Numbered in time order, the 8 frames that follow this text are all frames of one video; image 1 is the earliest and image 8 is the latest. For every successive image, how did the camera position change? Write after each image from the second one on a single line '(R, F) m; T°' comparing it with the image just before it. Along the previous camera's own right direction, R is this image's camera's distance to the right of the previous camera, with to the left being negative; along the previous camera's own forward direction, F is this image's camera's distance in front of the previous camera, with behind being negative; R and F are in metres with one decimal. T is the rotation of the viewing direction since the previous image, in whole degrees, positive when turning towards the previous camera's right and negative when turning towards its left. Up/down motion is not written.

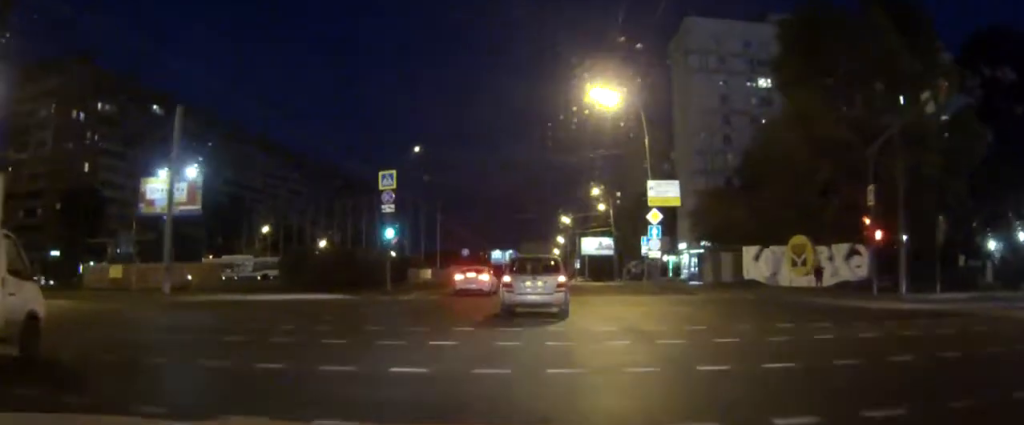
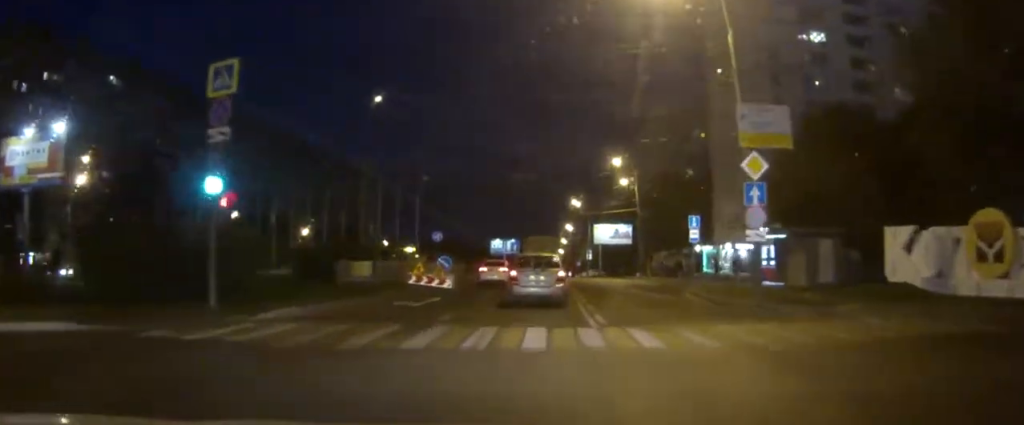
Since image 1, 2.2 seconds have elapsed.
(-0.1, +19.6) m; 0°
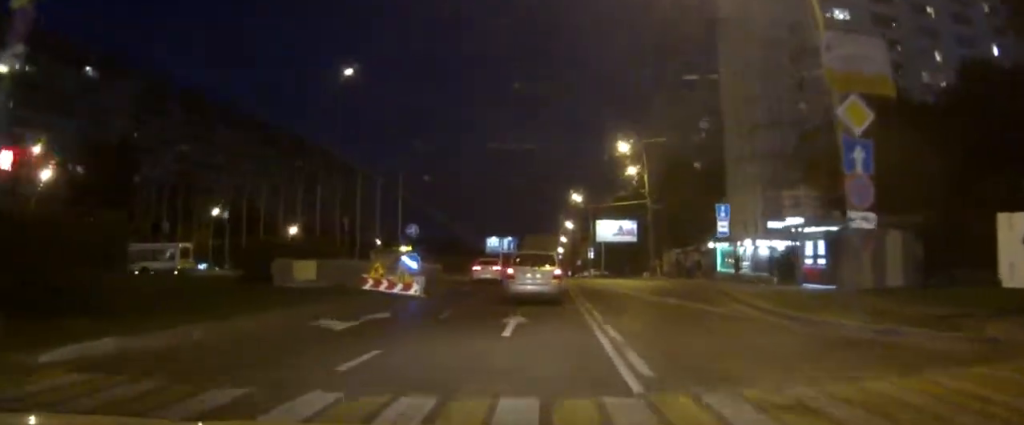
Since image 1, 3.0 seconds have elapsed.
(0.0, +8.0) m; 0°
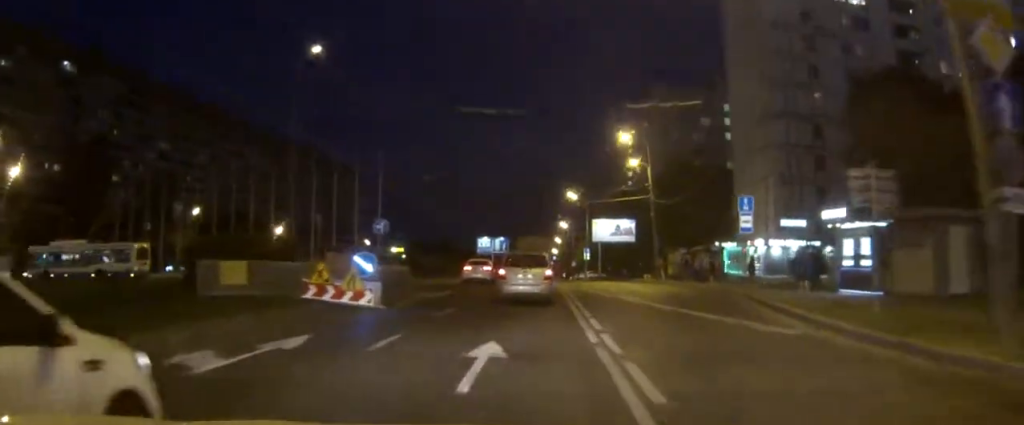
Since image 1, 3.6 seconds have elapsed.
(0.0, +5.8) m; 0°
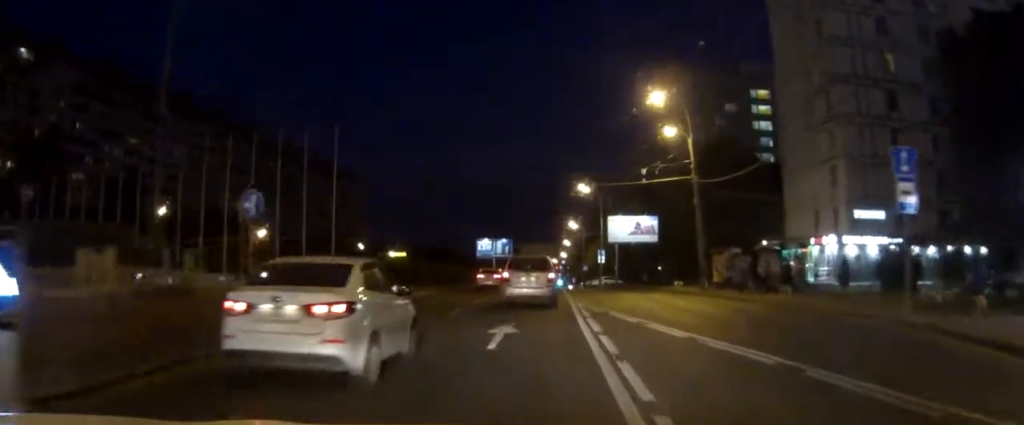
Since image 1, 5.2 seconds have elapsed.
(+0.1, +15.4) m; 0°
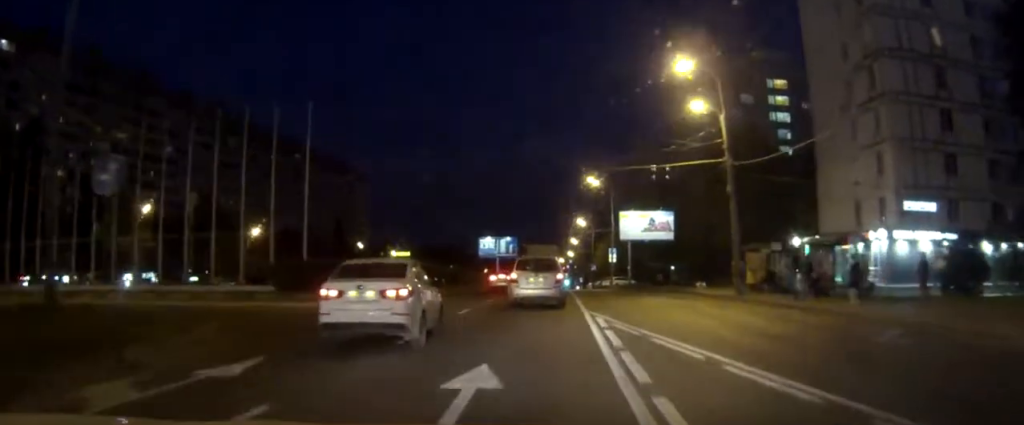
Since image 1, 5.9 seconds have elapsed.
(-0.1, +6.8) m; -1°
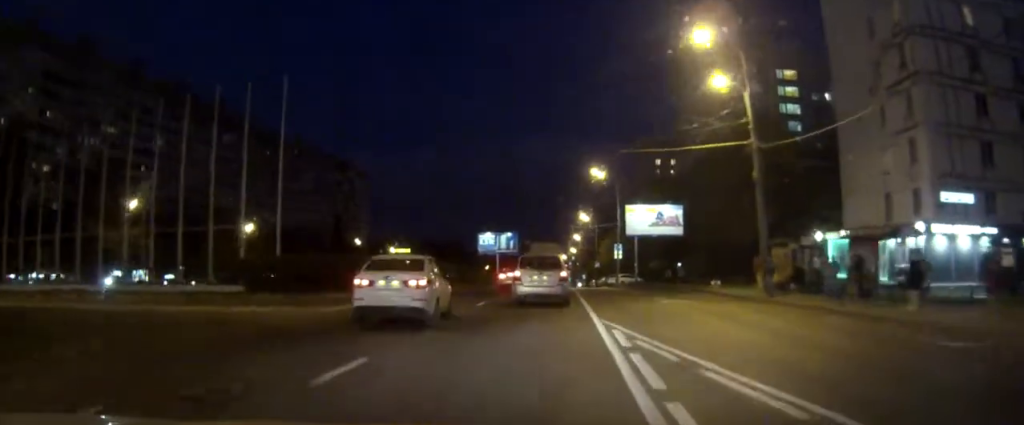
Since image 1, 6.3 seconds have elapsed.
(0.0, +4.5) m; 0°
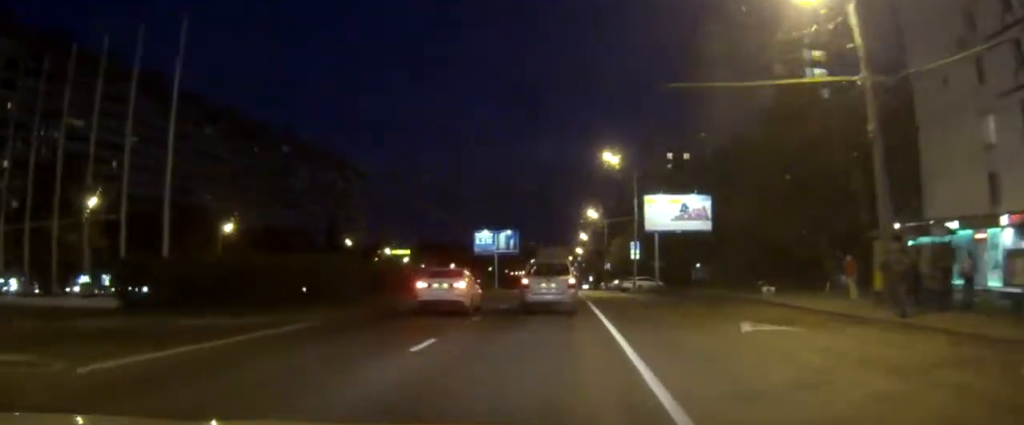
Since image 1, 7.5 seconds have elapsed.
(0.0, +12.3) m; 0°
